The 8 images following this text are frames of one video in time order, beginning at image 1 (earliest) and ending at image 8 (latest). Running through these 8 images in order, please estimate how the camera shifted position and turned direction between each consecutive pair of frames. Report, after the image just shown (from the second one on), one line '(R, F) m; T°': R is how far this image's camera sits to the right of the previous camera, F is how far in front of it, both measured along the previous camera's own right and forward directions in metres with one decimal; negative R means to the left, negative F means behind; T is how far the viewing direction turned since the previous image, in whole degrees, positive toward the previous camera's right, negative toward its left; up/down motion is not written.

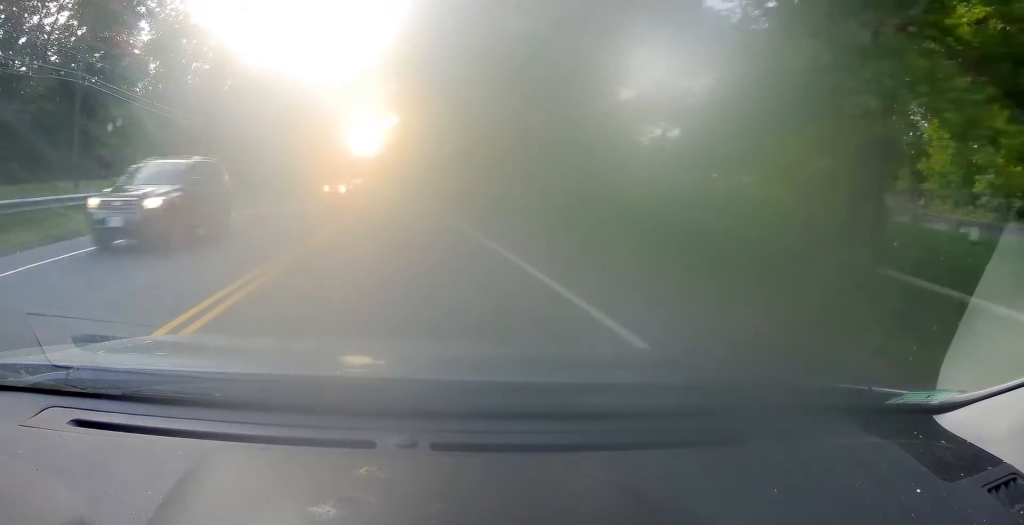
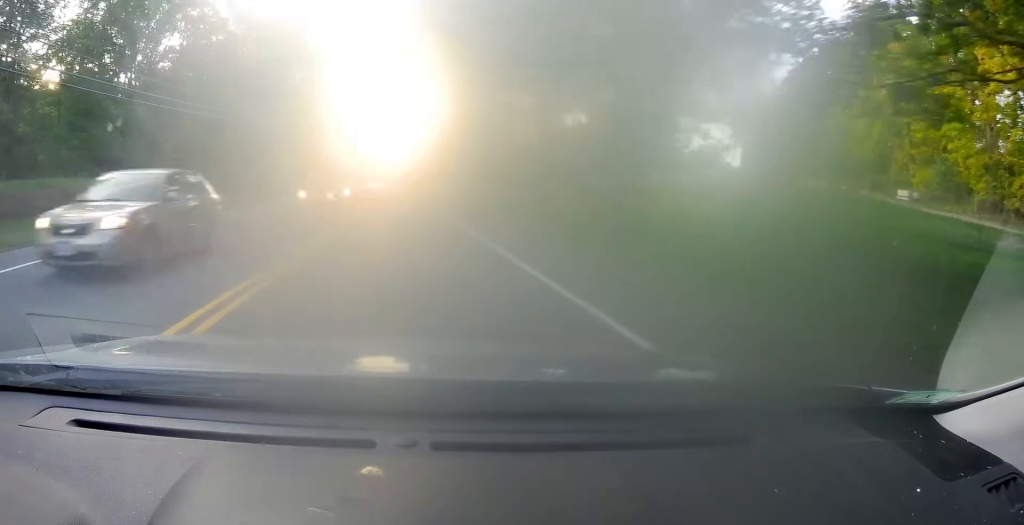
(-0.2, +20.9) m; -1°
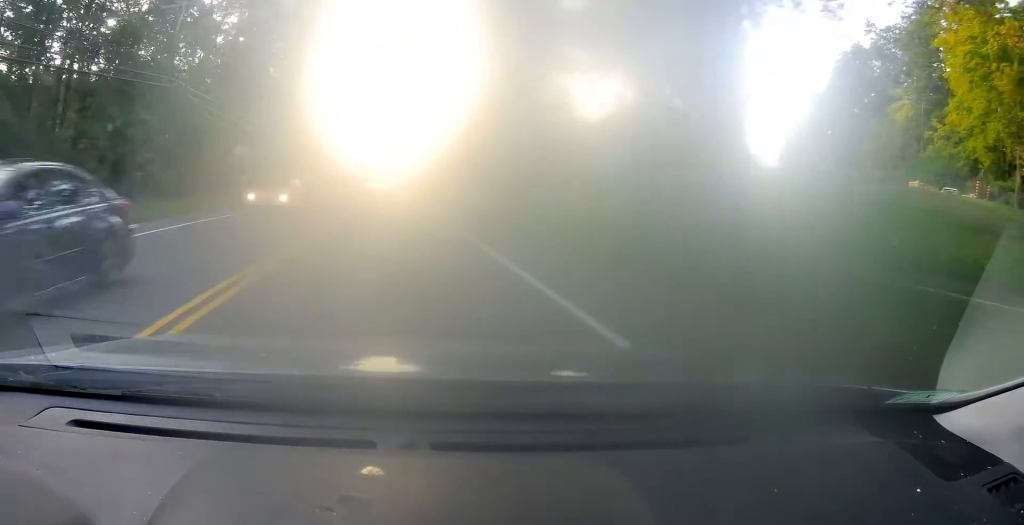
(-0.3, +14.2) m; 0°
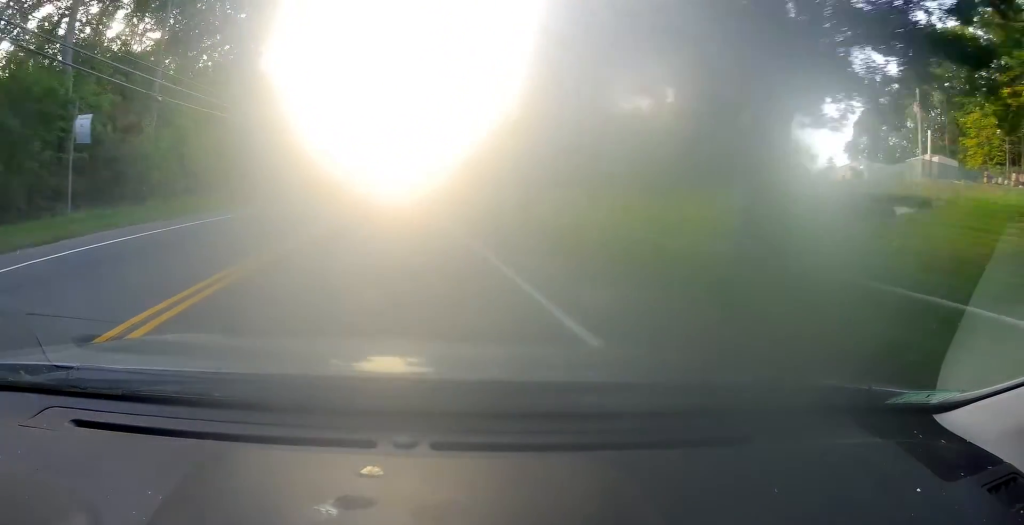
(+0.6, +19.2) m; 0°
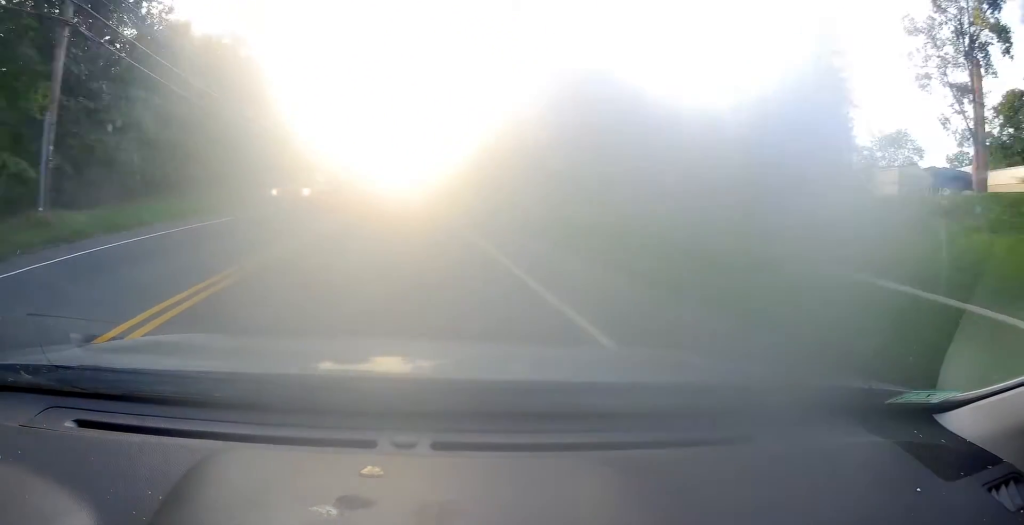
(-1.4, +32.8) m; -1°
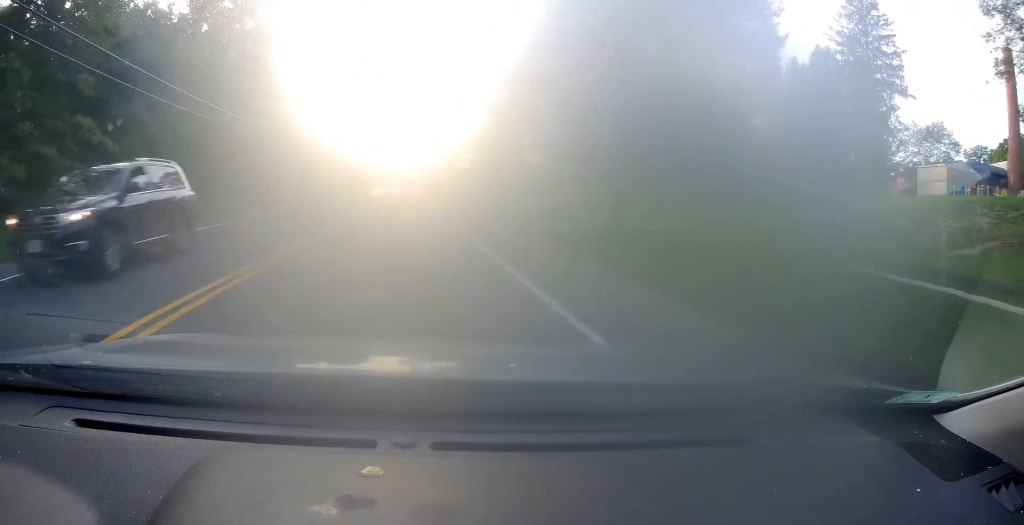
(+0.1, +9.8) m; +1°
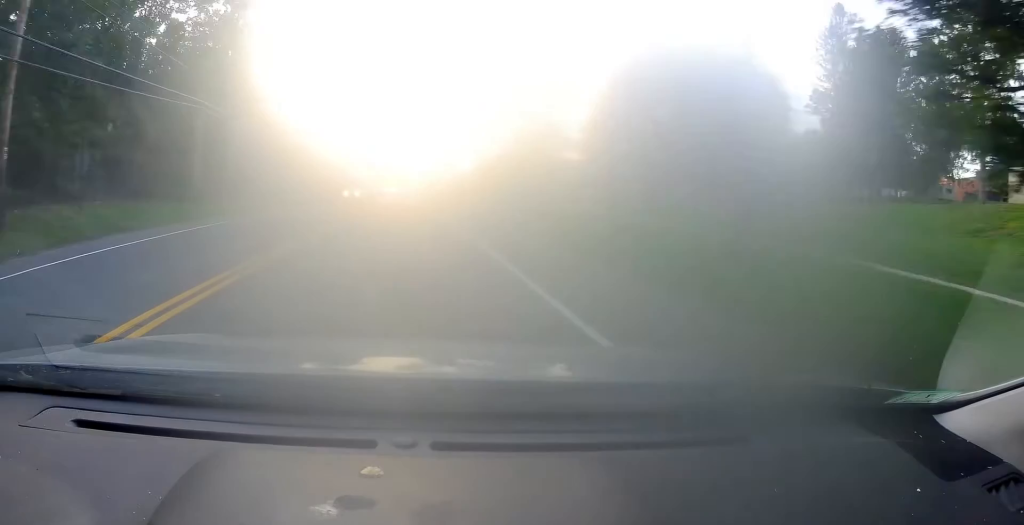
(+0.4, +18.5) m; +1°
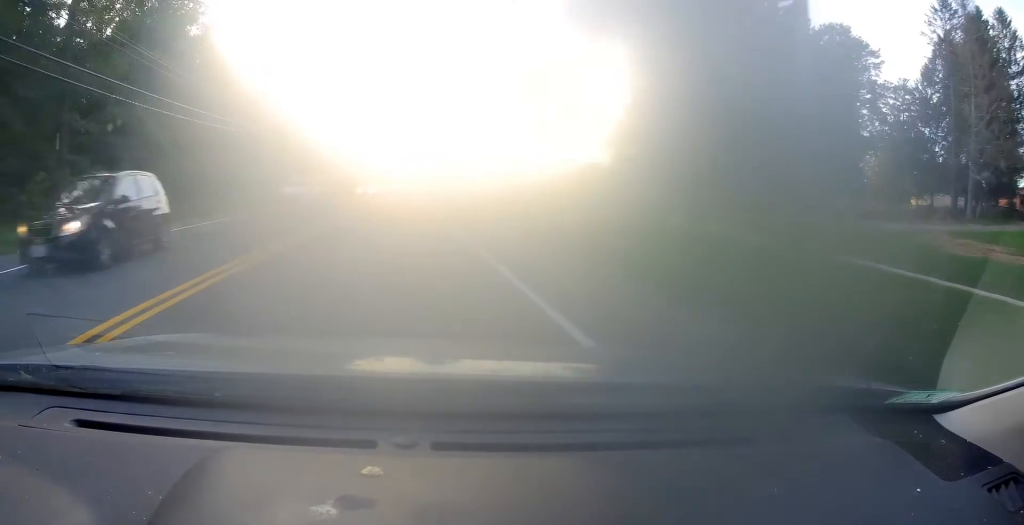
(-0.1, +22.8) m; 0°
